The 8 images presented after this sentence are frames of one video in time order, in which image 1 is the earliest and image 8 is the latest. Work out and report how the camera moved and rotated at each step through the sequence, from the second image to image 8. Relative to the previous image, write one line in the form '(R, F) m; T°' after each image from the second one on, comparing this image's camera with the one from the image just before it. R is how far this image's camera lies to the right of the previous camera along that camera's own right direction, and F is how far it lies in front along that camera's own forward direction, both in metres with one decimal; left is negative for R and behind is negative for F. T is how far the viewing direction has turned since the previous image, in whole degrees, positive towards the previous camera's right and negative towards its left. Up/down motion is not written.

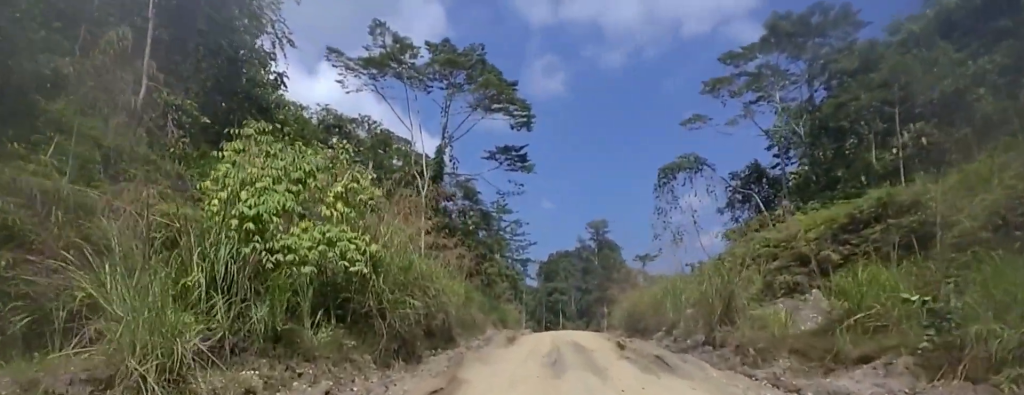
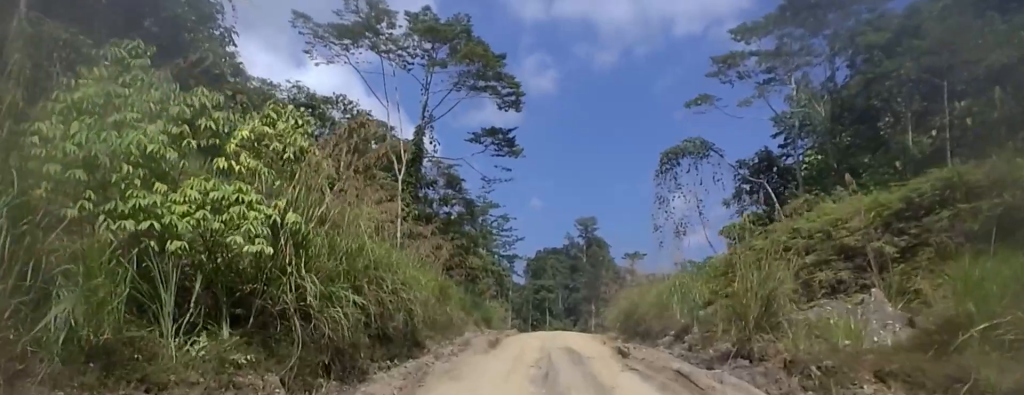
(0.0, +3.1) m; 0°
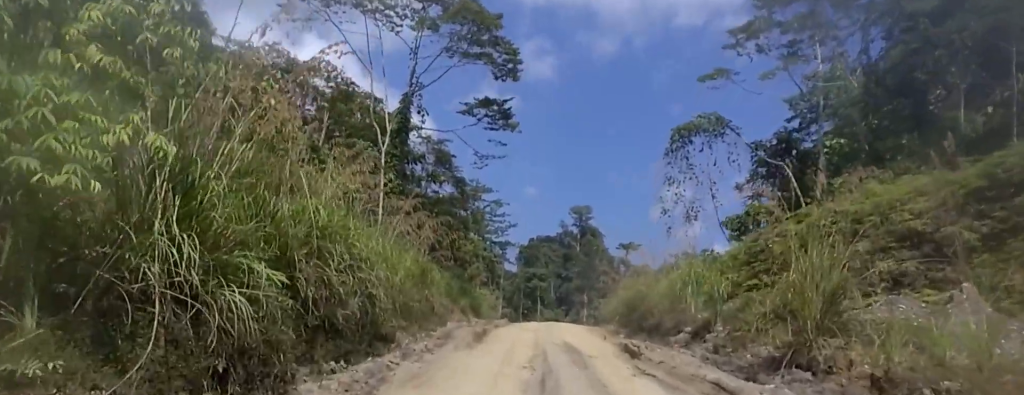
(0.0, +2.8) m; 0°
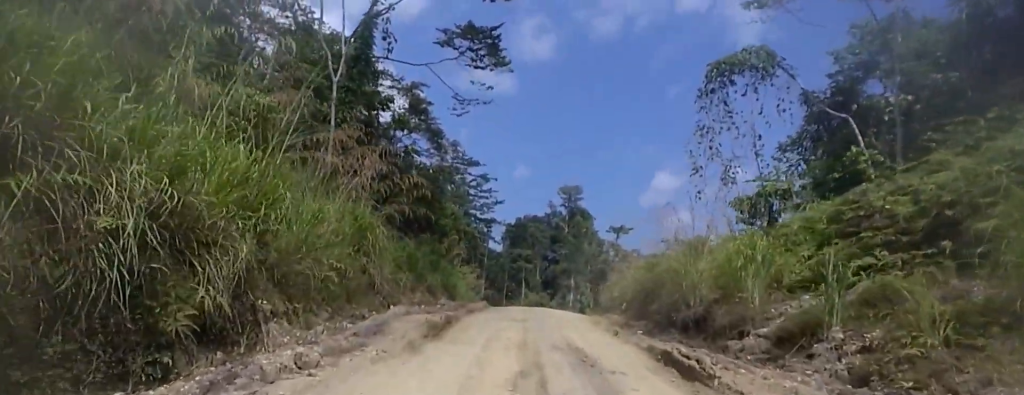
(0.0, +7.8) m; 0°
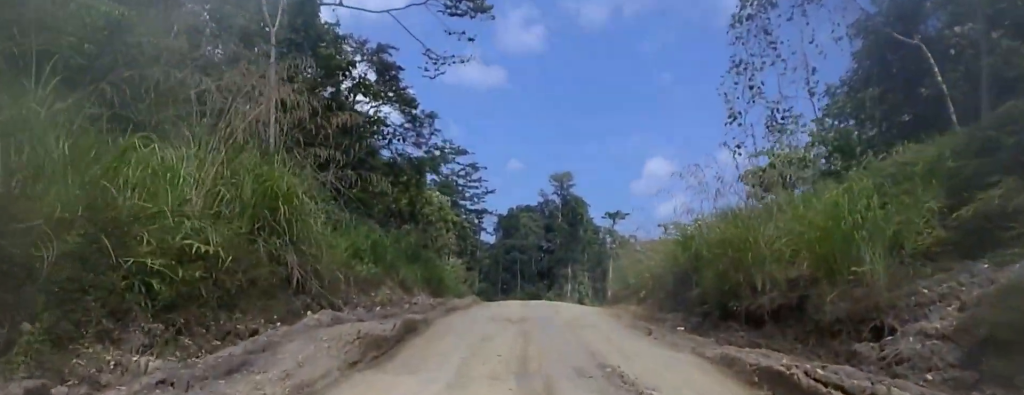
(0.0, +6.4) m; 0°
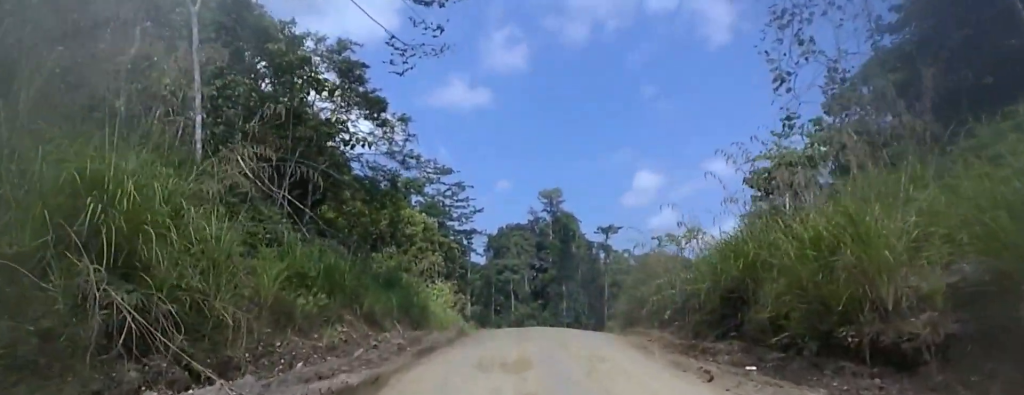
(0.0, +5.5) m; -3°
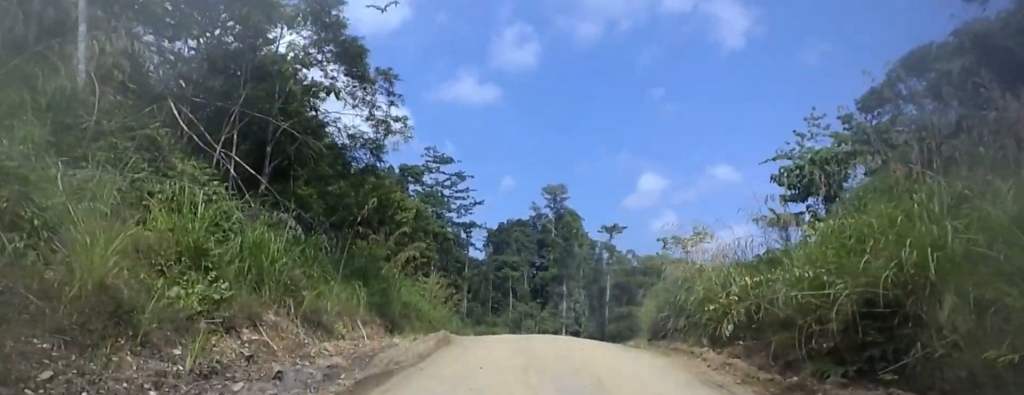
(-0.3, +6.6) m; -2°
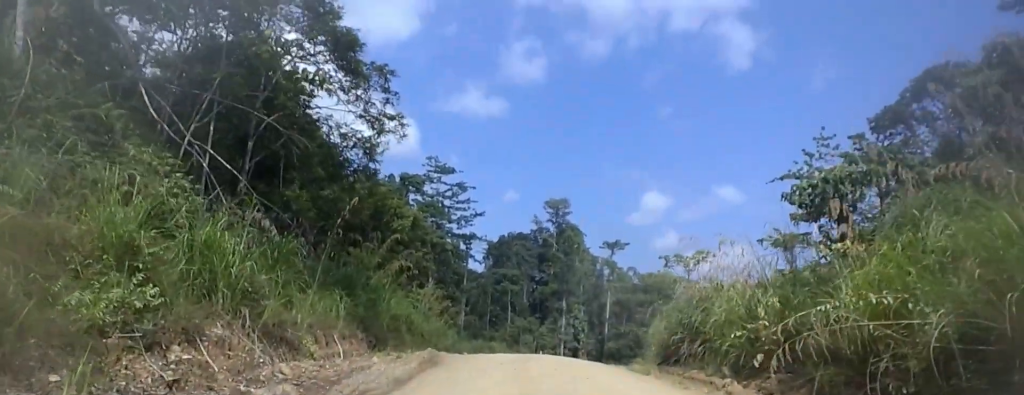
(0.0, +2.3) m; +2°
